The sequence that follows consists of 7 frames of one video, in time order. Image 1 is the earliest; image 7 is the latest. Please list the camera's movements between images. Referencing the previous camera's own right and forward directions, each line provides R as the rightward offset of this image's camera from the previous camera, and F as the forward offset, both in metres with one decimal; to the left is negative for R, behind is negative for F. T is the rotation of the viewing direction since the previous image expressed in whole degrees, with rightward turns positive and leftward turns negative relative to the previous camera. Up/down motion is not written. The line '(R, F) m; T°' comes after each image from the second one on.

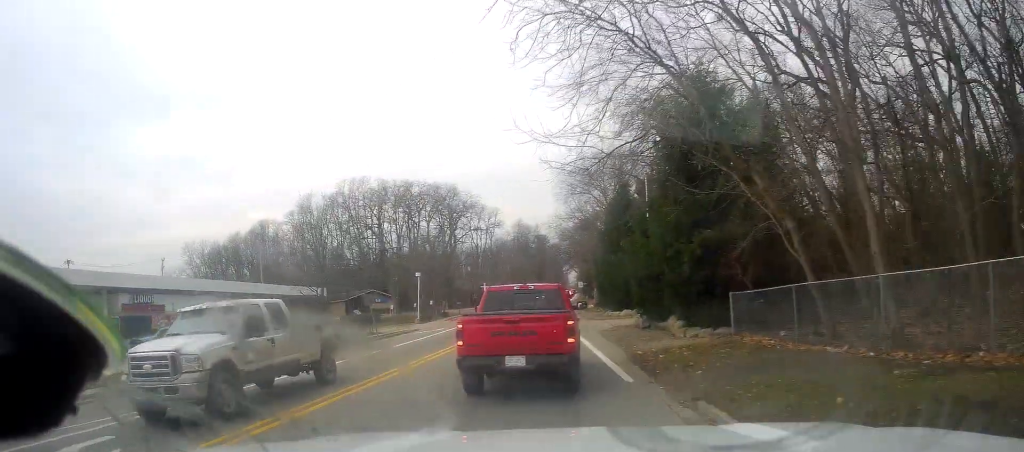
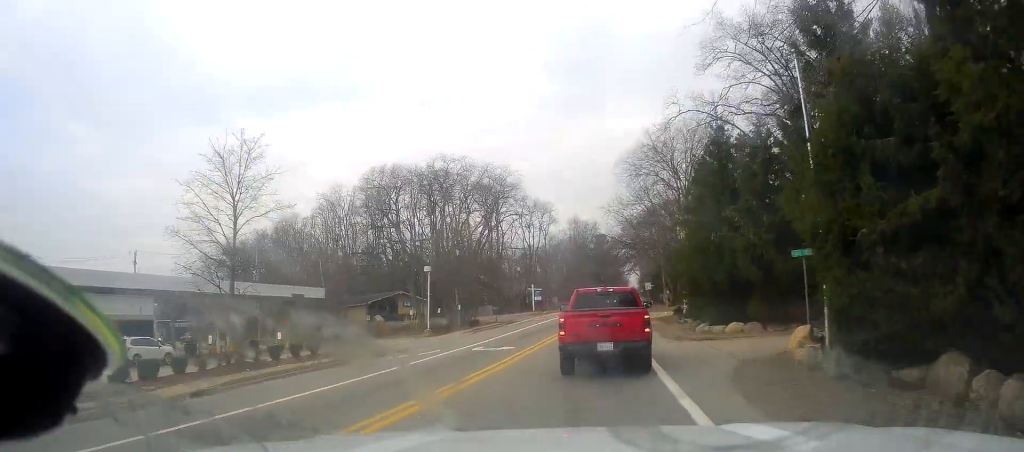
(-0.2, +15.4) m; -7°
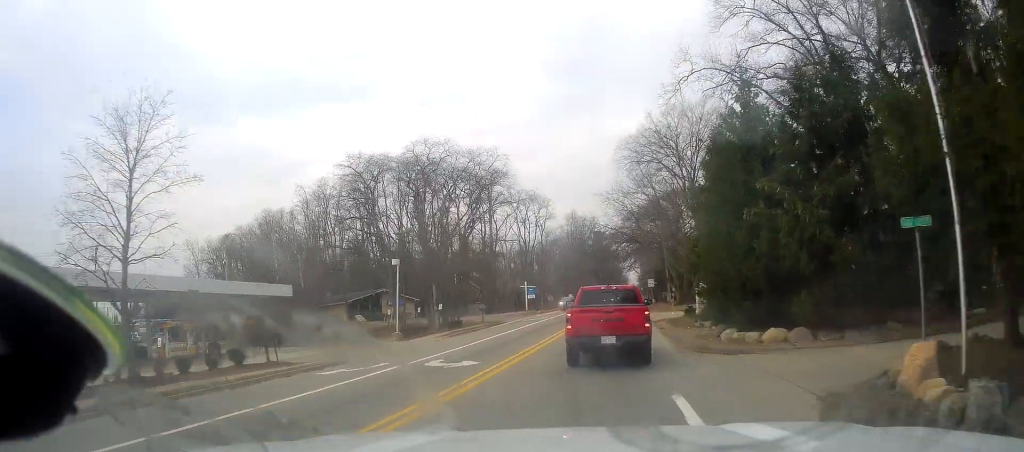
(-0.3, +6.0) m; -1°
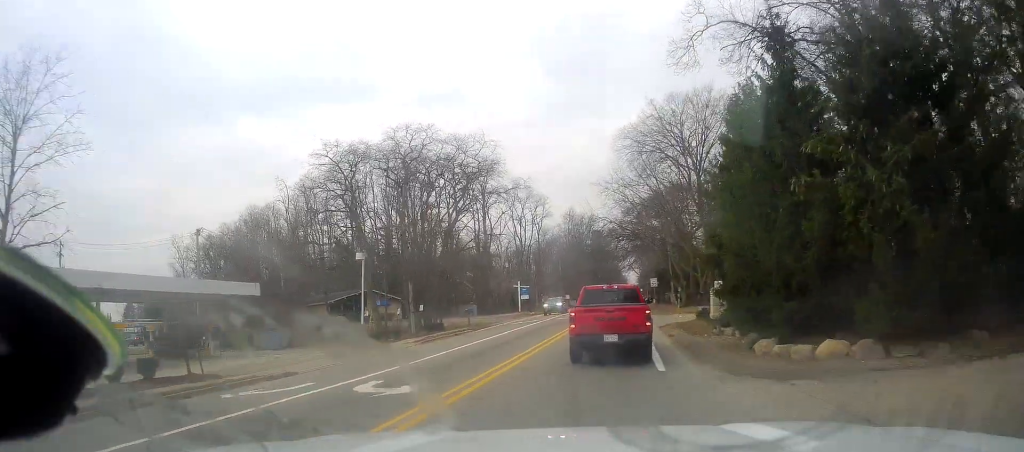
(-0.1, +4.8) m; +1°
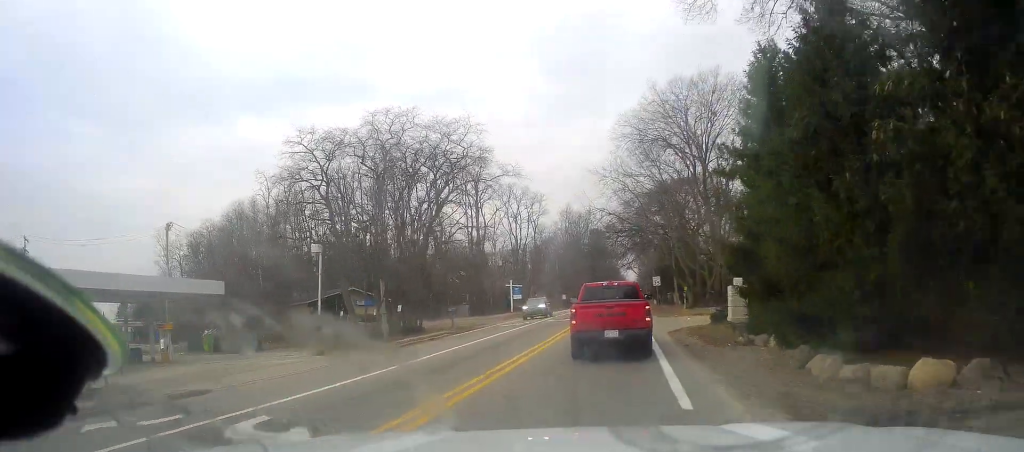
(-0.1, +4.4) m; +3°
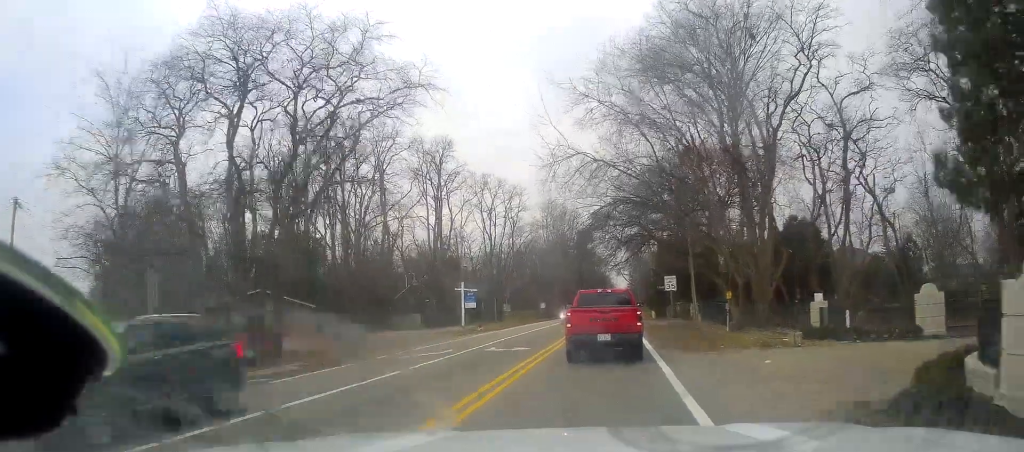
(+1.2, +18.0) m; +2°
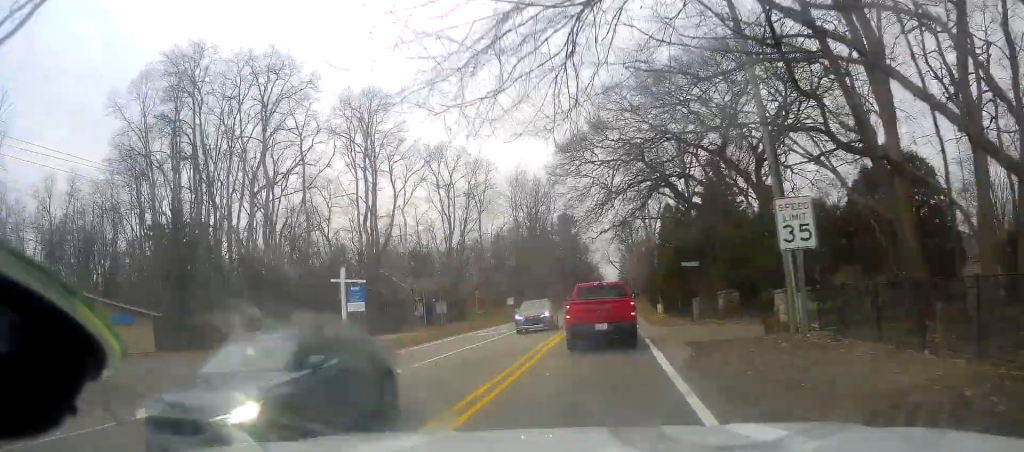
(-0.7, +22.0) m; 0°
